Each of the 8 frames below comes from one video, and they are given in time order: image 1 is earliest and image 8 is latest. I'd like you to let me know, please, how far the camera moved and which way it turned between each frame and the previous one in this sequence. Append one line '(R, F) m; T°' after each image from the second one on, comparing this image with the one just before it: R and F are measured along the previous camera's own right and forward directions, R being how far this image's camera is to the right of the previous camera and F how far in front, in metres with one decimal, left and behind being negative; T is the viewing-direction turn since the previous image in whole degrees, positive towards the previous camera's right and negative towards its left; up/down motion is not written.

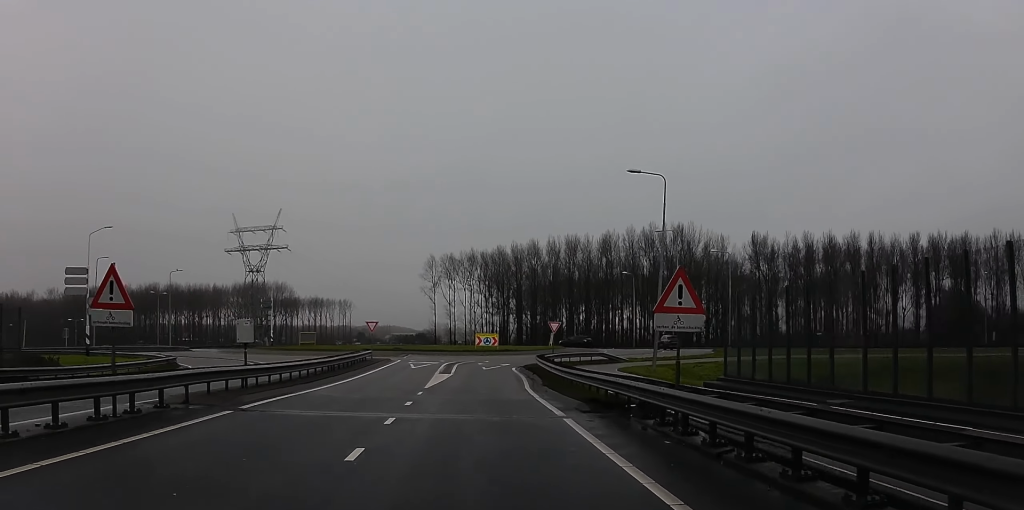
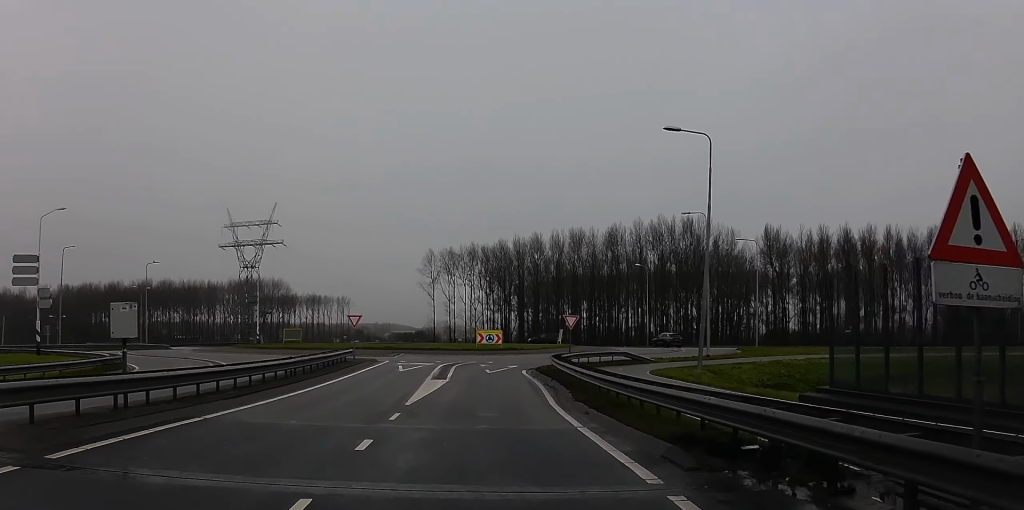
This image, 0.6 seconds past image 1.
(+0.8, +7.1) m; 0°
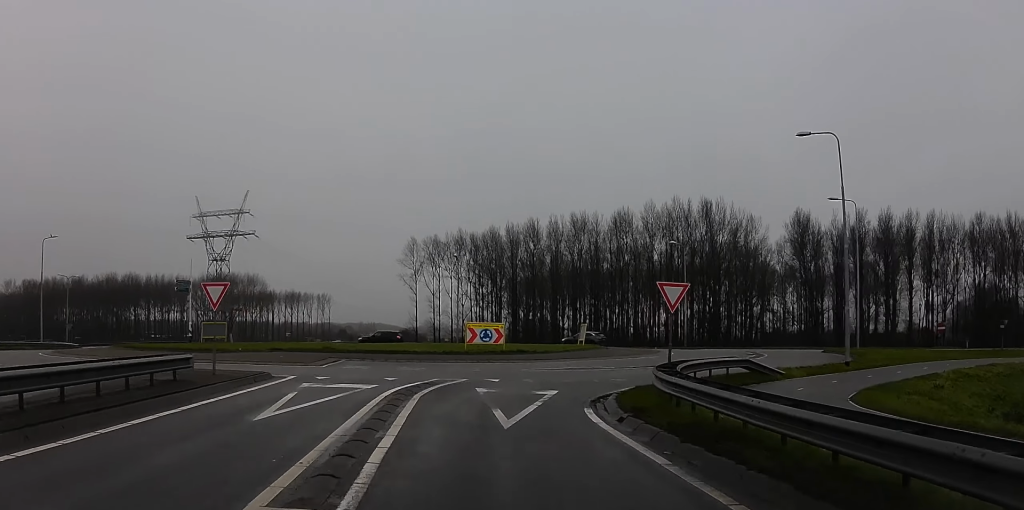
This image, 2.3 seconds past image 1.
(-0.1, +20.8) m; +11°
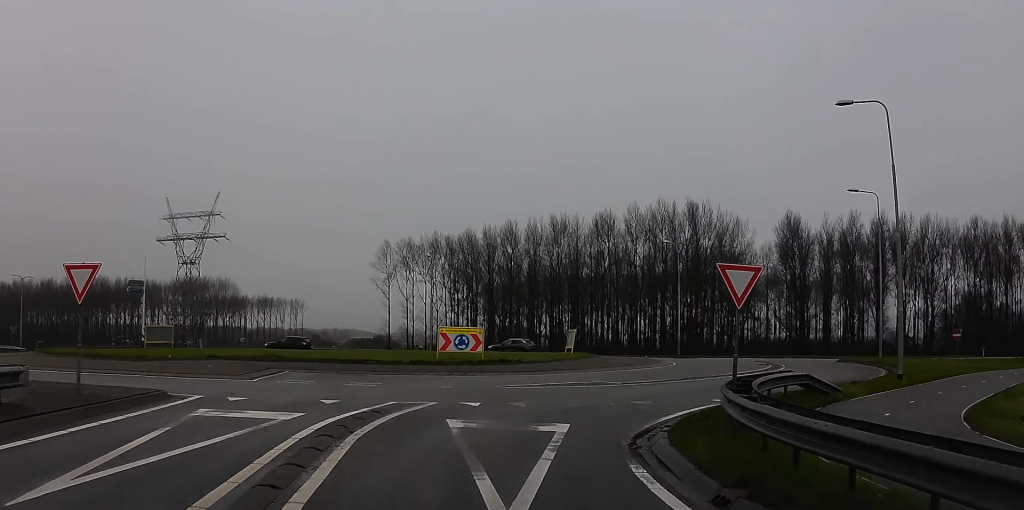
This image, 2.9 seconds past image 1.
(+0.3, +6.0) m; +3°
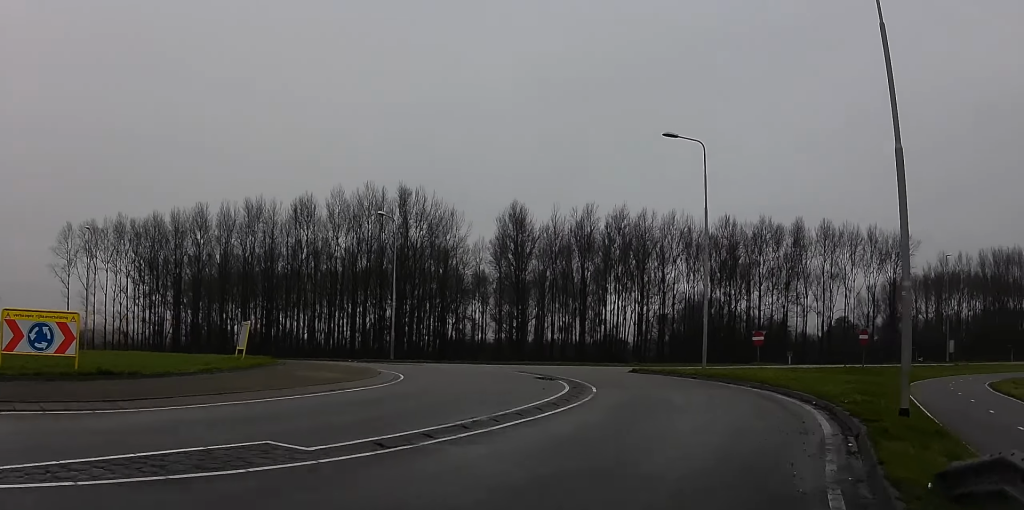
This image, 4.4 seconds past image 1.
(+0.4, +15.5) m; +13°
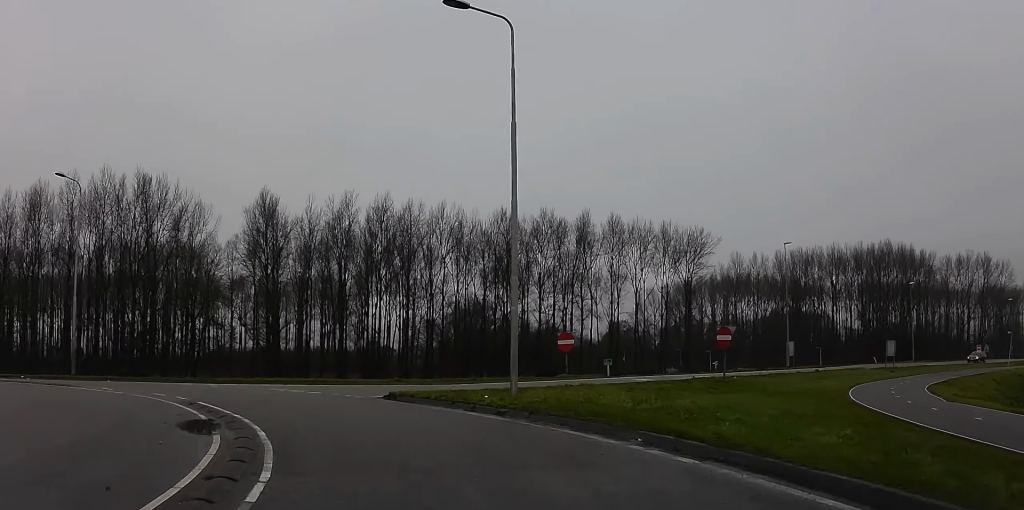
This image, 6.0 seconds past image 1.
(+2.8, +13.3) m; +8°
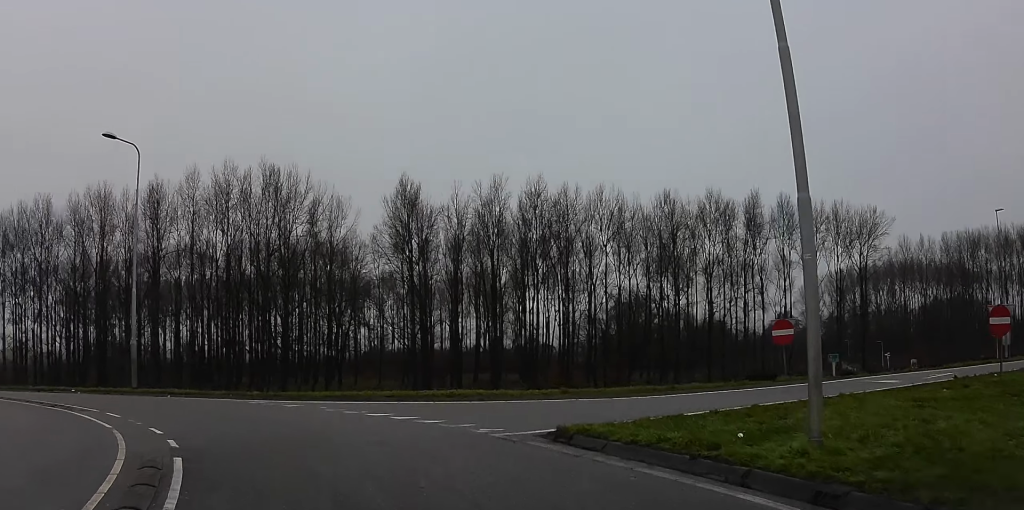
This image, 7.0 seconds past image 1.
(-0.8, +9.1) m; -10°
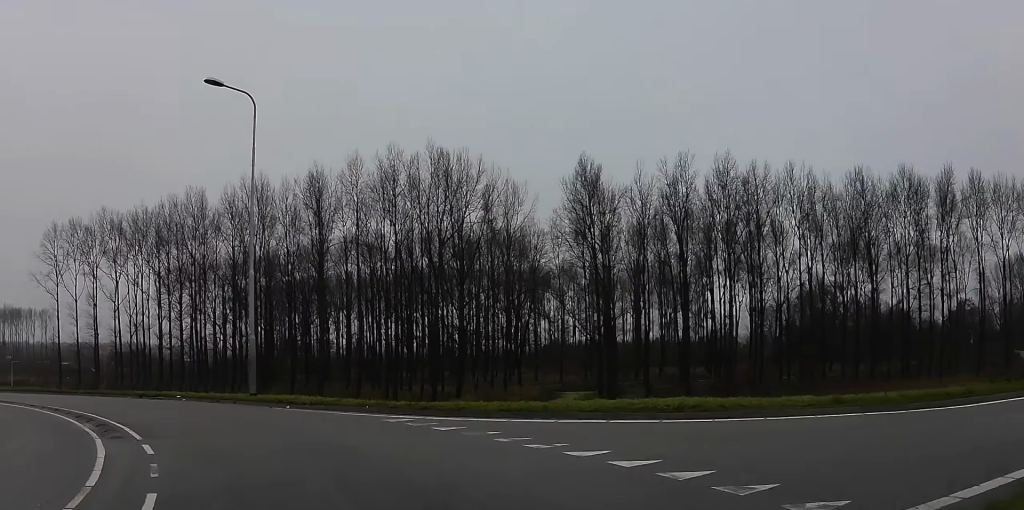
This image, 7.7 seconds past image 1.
(-0.5, +6.6) m; -9°
